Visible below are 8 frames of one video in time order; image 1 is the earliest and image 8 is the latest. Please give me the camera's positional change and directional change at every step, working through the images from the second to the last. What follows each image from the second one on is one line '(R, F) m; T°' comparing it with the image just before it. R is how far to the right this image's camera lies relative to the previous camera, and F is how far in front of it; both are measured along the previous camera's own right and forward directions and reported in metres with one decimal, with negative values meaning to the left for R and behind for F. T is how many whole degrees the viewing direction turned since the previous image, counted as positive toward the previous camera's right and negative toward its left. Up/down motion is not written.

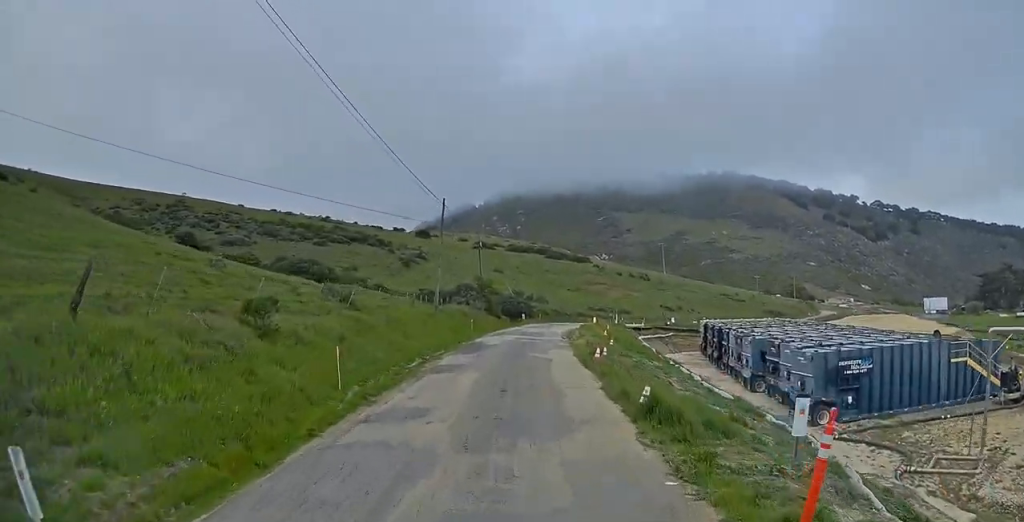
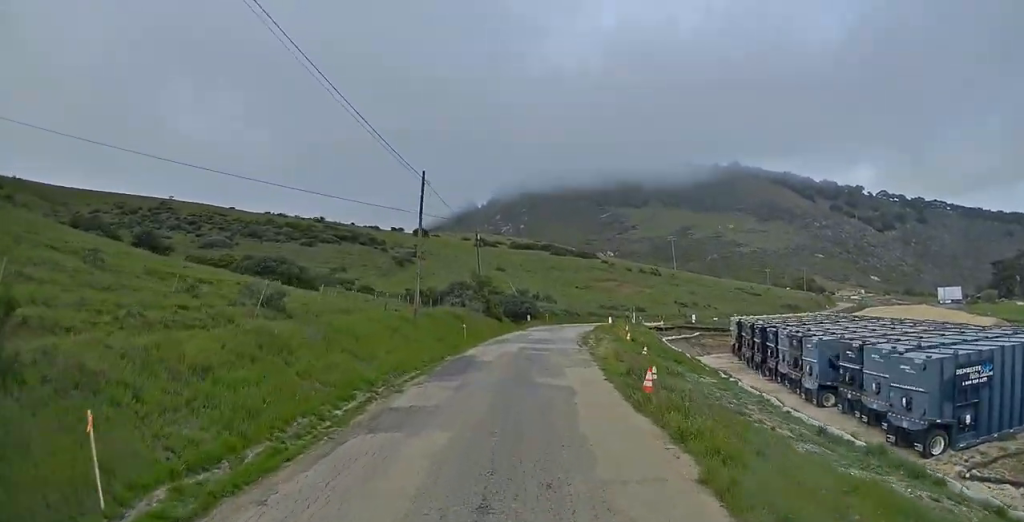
(-0.2, +8.2) m; 0°
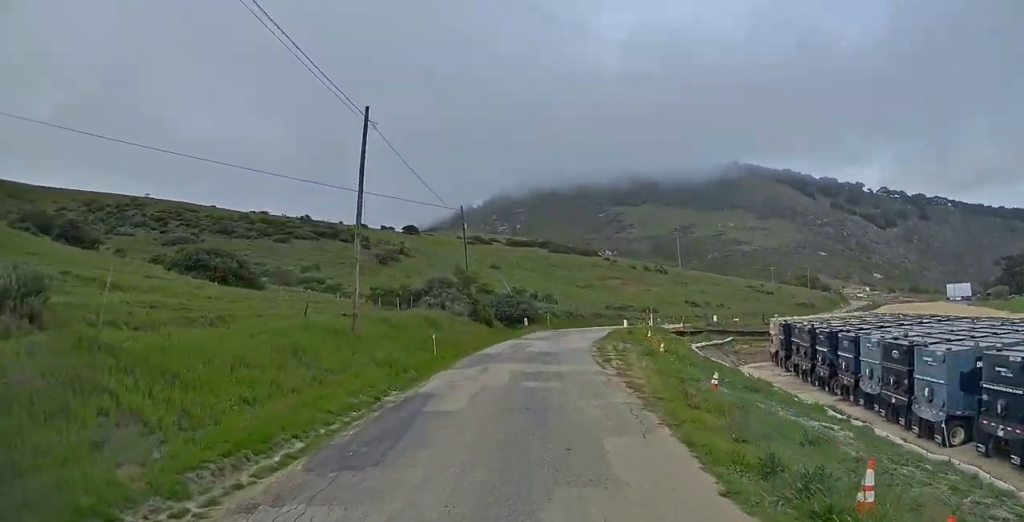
(+0.3, +10.2) m; +2°
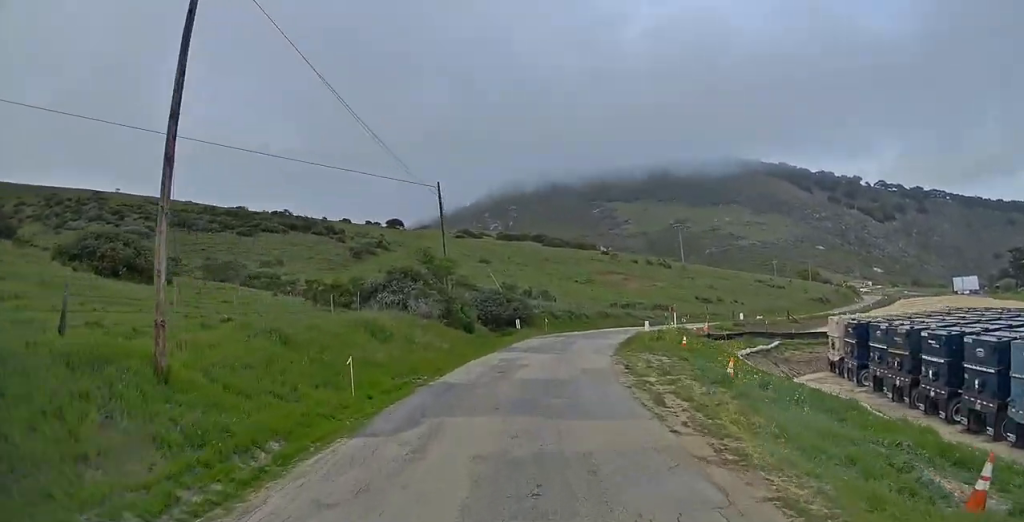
(+0.3, +10.4) m; +1°
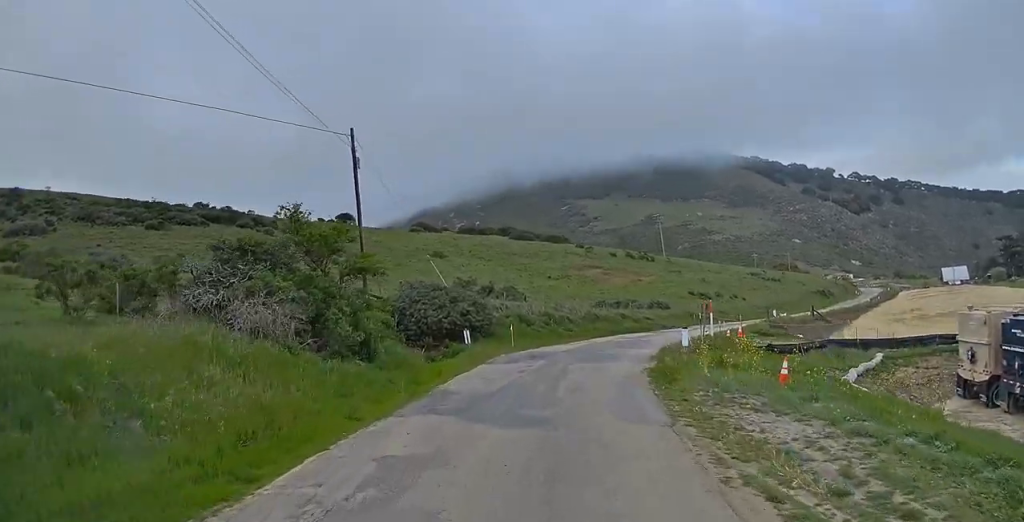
(+0.2, +15.1) m; +4°
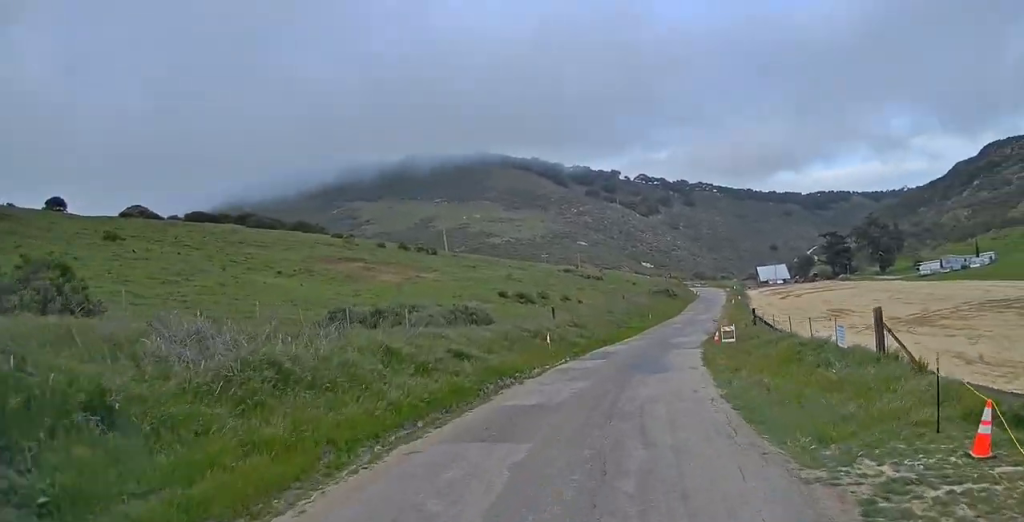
(+4.4, +31.3) m; +16°
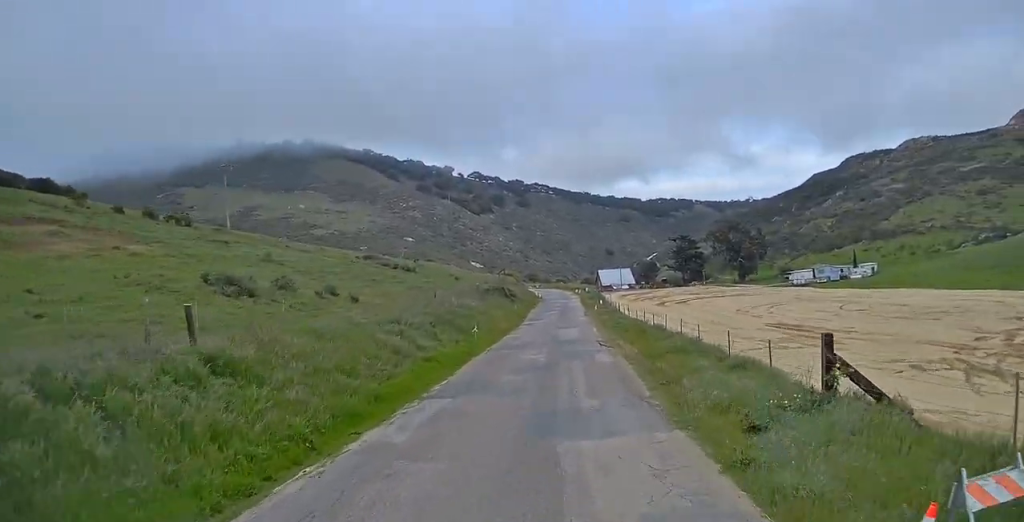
(+1.7, +25.7) m; +6°
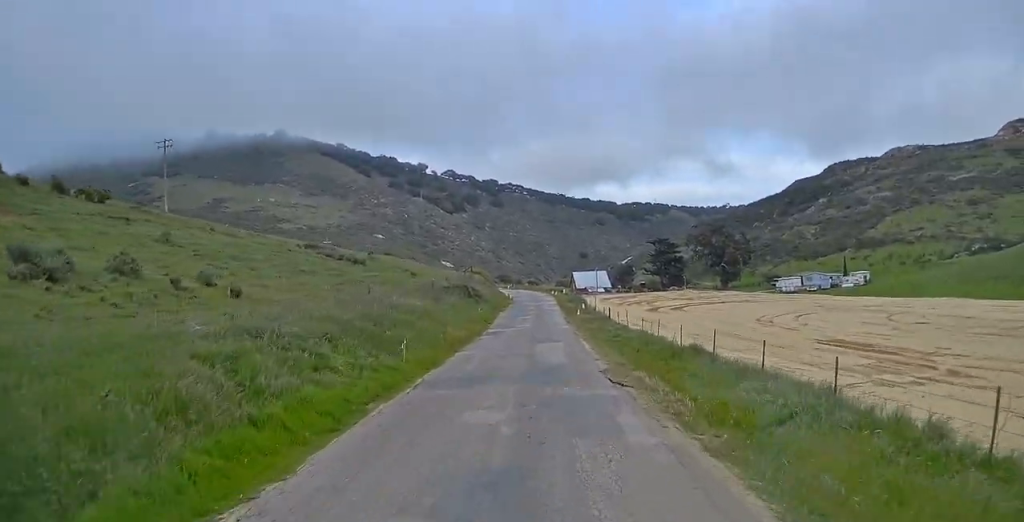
(-0.3, +10.9) m; +2°
